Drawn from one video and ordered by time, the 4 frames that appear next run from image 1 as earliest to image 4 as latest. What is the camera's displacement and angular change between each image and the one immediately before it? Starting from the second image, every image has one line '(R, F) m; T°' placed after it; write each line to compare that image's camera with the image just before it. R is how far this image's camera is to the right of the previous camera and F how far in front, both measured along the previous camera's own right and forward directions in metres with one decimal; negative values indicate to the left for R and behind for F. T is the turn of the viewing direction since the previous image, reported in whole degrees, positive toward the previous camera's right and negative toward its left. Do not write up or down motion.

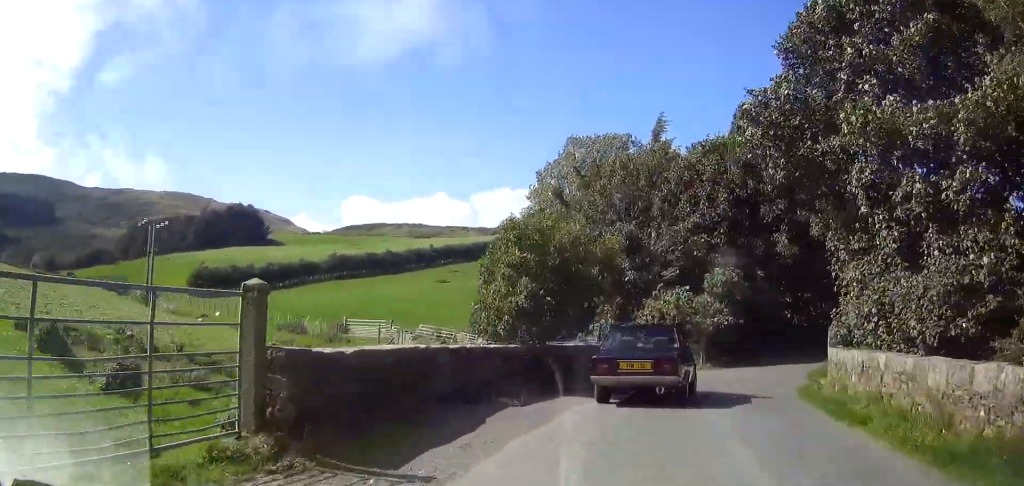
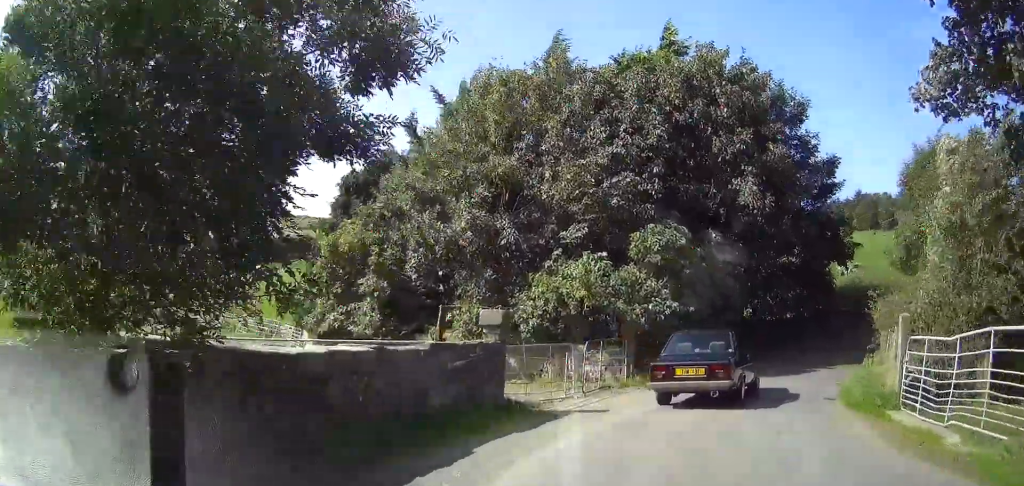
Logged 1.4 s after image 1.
(+2.7, +9.6) m; +28°
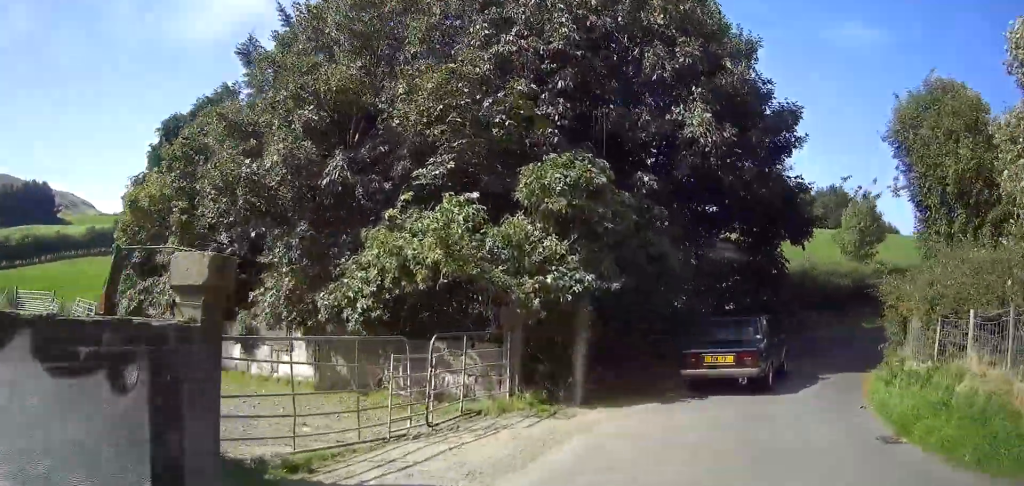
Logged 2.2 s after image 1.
(+0.3, +6.3) m; +3°
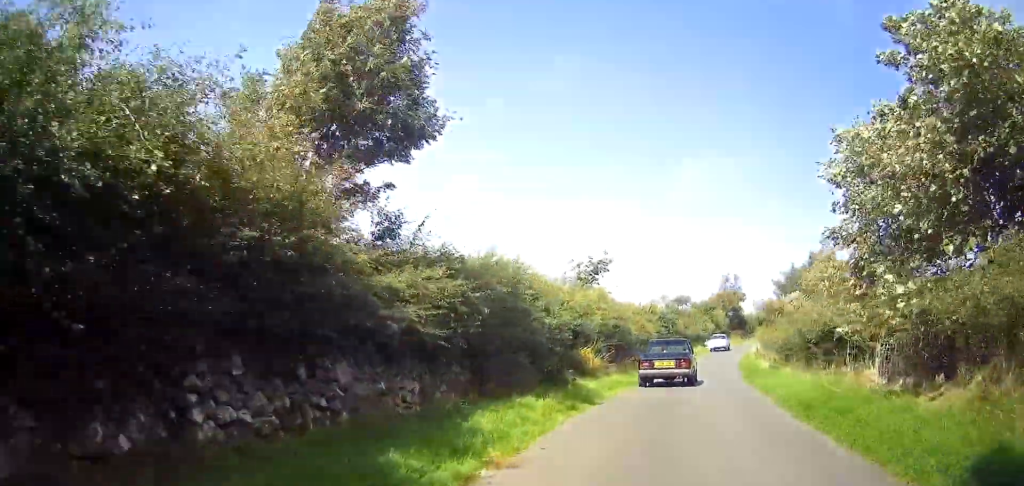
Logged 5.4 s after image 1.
(+0.1, +26.1) m; +3°
